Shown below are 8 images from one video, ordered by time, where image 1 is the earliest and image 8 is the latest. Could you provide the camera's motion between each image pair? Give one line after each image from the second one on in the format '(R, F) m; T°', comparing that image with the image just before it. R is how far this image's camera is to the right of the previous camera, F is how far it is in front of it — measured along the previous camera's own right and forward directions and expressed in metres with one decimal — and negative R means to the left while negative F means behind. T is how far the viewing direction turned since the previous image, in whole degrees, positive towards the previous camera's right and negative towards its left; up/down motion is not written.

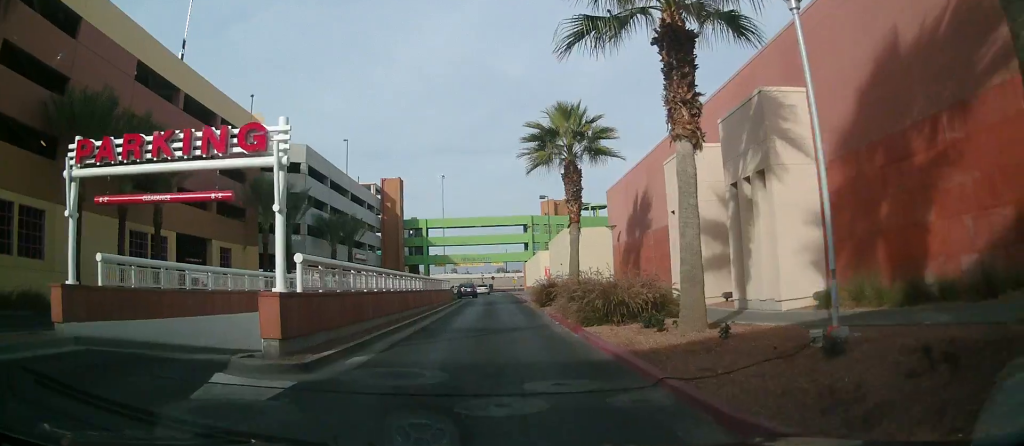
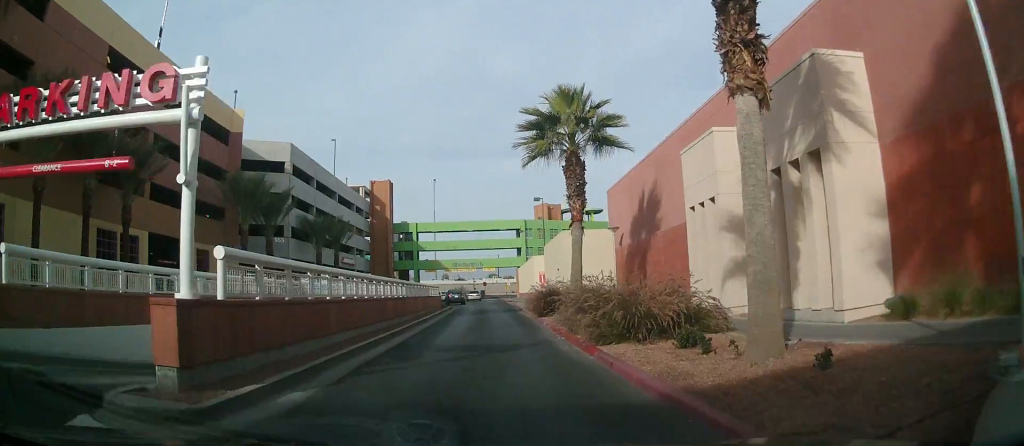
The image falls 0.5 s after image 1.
(-0.1, +2.9) m; -2°
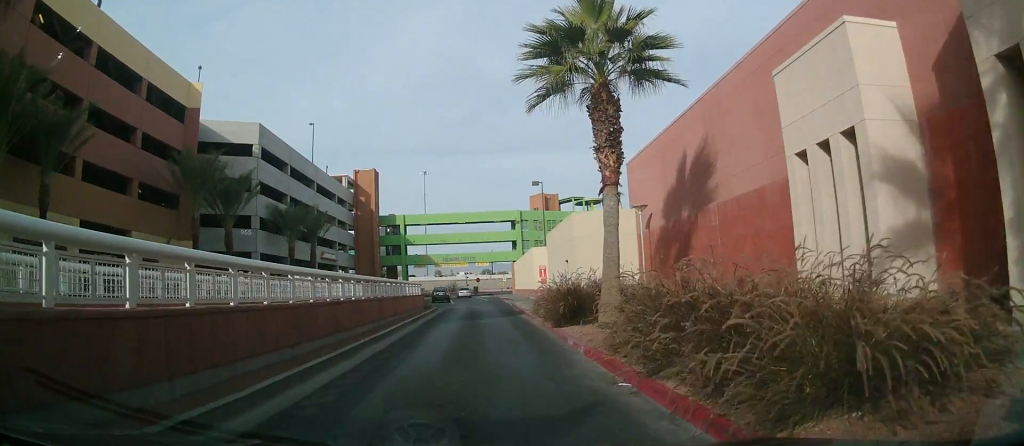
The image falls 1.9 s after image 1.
(0.0, +7.6) m; +1°
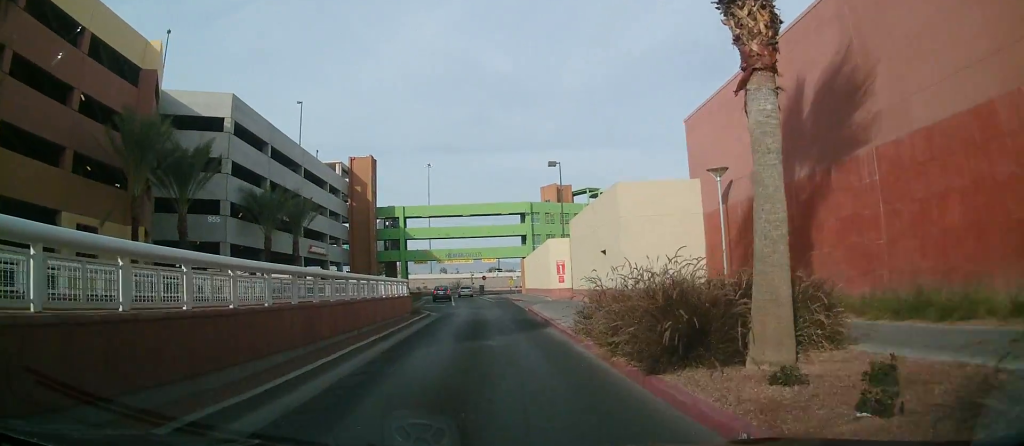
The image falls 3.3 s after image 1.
(+0.5, +8.4) m; +4°
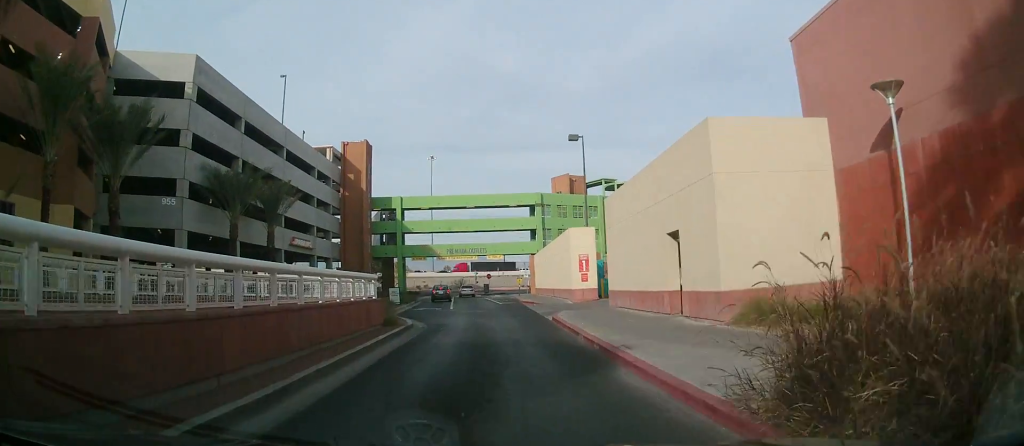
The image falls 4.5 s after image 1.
(-0.1, +7.7) m; -2°
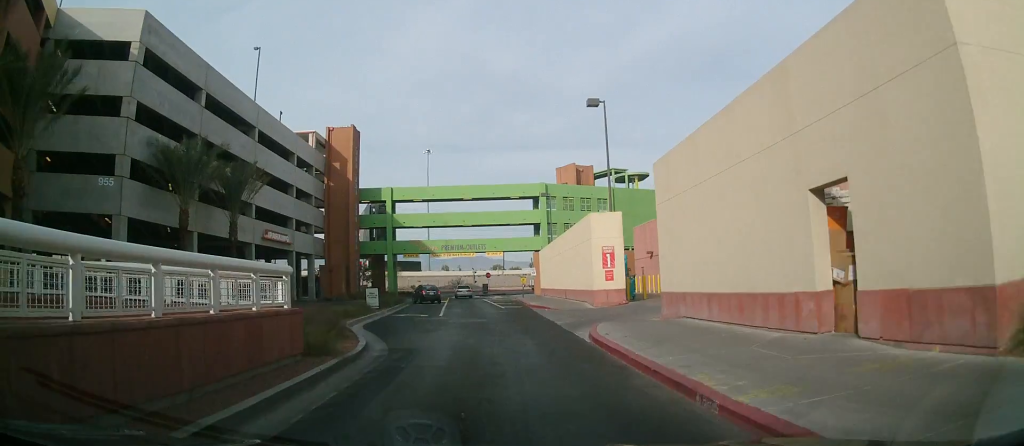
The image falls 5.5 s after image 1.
(-0.2, +8.0) m; -4°
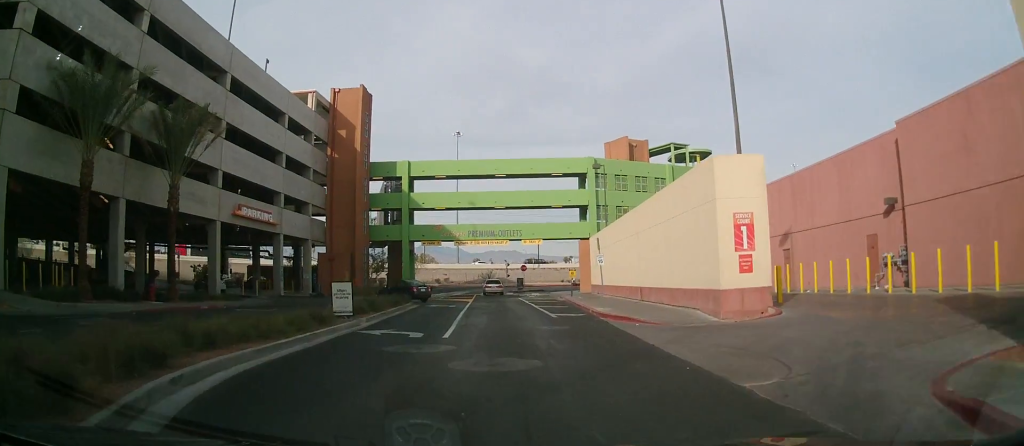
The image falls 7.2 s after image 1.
(-0.6, +14.3) m; -6°
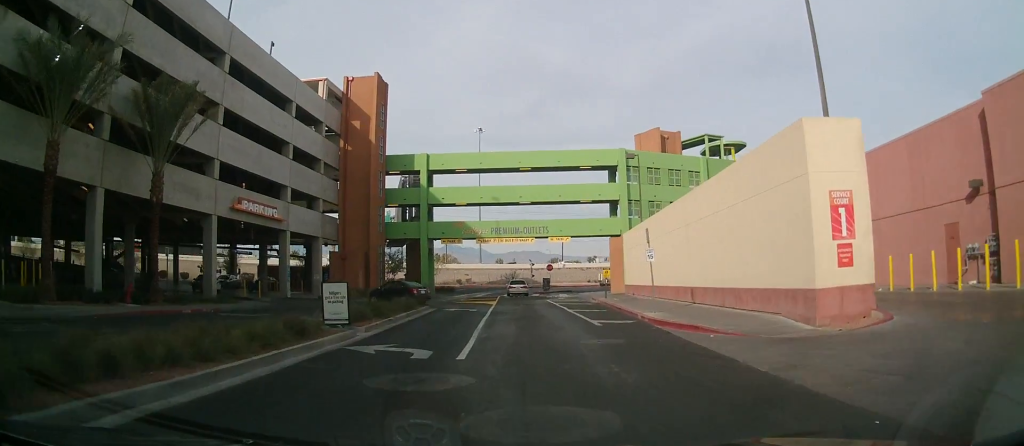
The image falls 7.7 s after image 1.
(+0.2, +4.3) m; -3°
